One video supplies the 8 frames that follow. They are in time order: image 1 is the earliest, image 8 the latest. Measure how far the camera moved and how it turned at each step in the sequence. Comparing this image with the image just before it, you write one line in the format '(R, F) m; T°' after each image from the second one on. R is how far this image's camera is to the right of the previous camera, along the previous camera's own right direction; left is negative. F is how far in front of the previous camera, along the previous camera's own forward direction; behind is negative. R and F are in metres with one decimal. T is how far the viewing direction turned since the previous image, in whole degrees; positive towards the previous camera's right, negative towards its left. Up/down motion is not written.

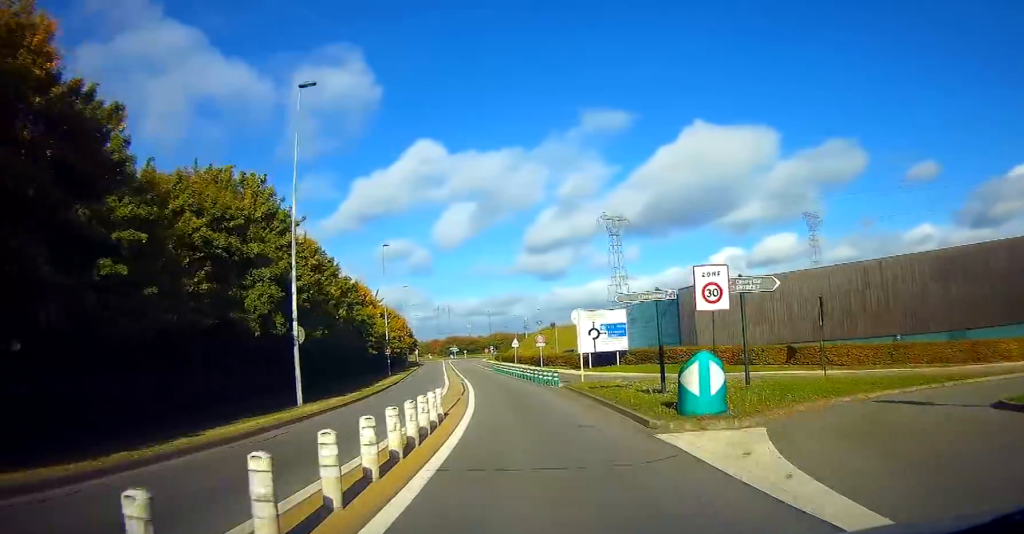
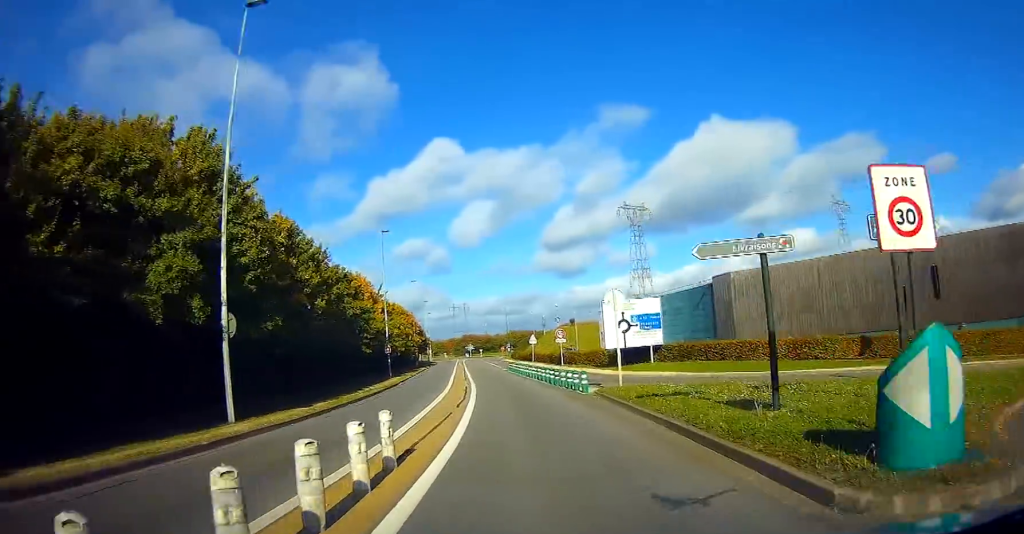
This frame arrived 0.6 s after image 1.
(-0.1, +6.8) m; -1°
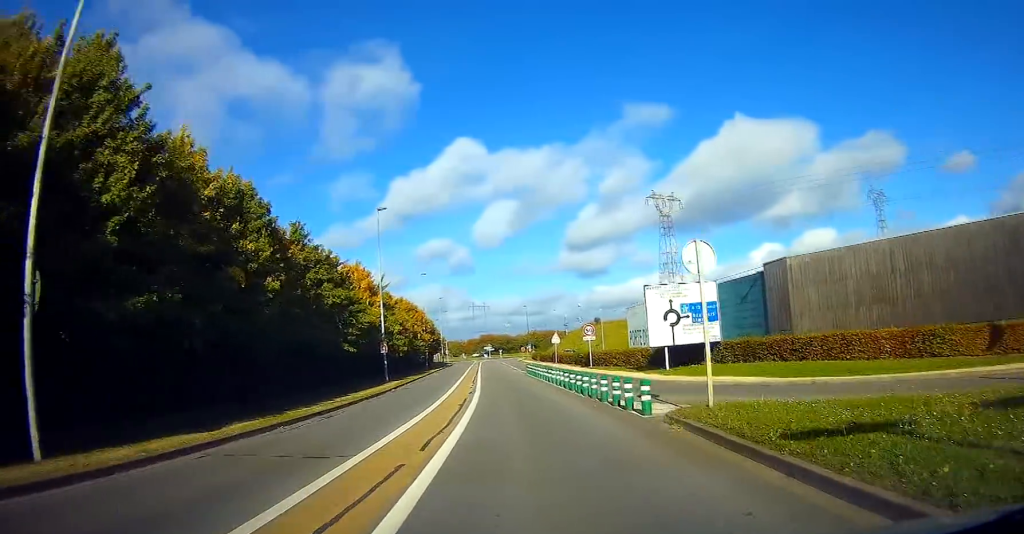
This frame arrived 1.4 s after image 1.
(-0.1, +8.4) m; -2°
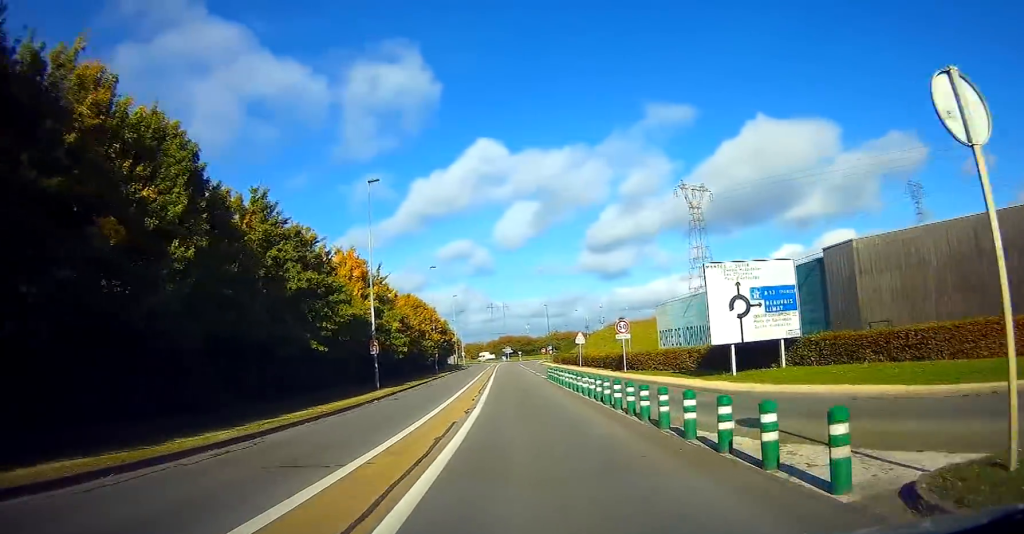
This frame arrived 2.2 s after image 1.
(-0.2, +7.9) m; -2°
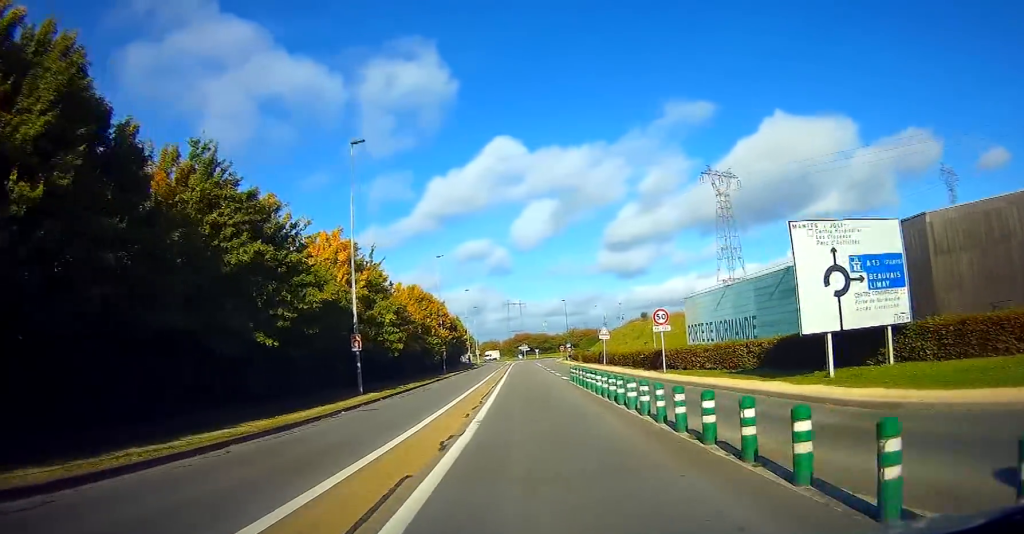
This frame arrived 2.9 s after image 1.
(-0.1, +7.1) m; -2°
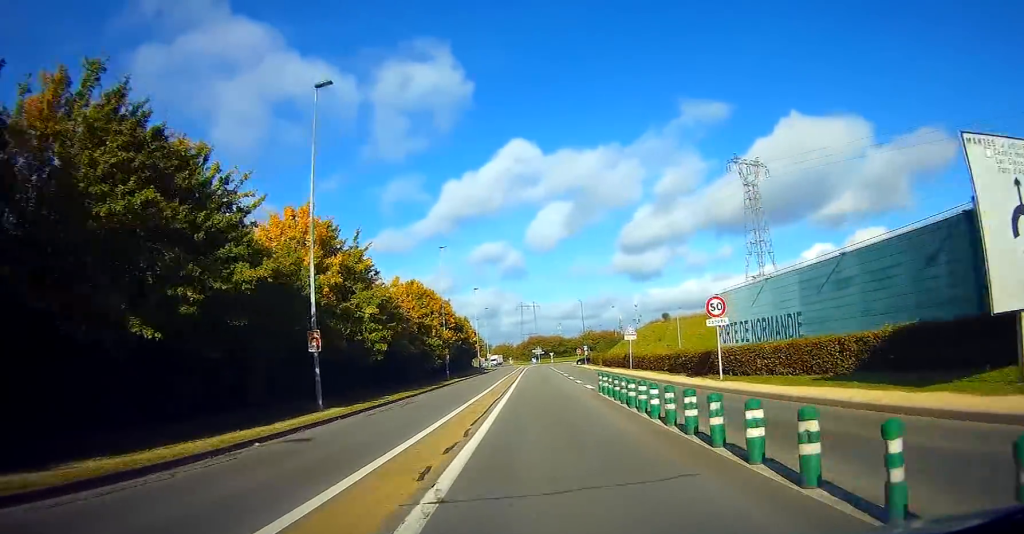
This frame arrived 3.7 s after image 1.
(0.0, +7.6) m; -2°
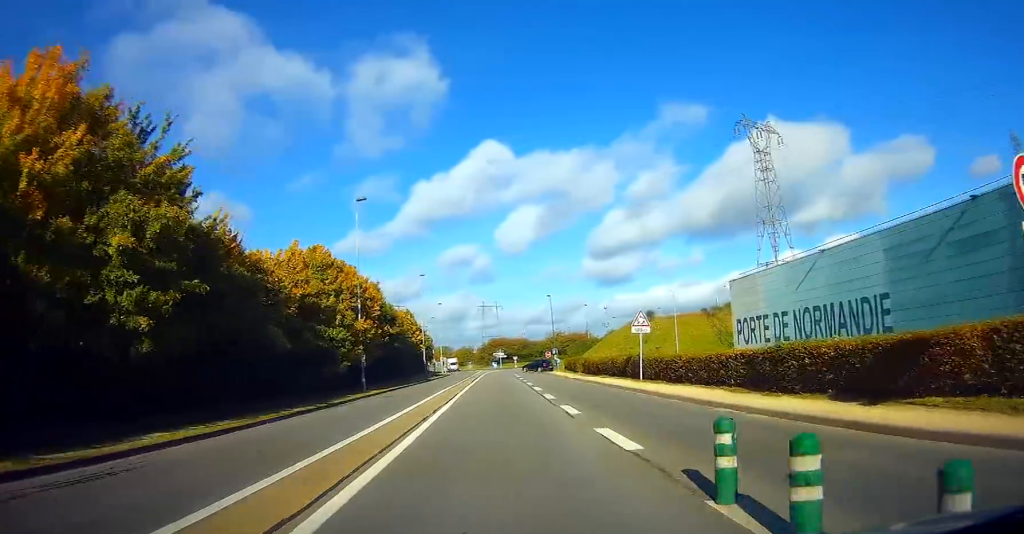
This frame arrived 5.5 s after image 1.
(+0.1, +18.1) m; +3°
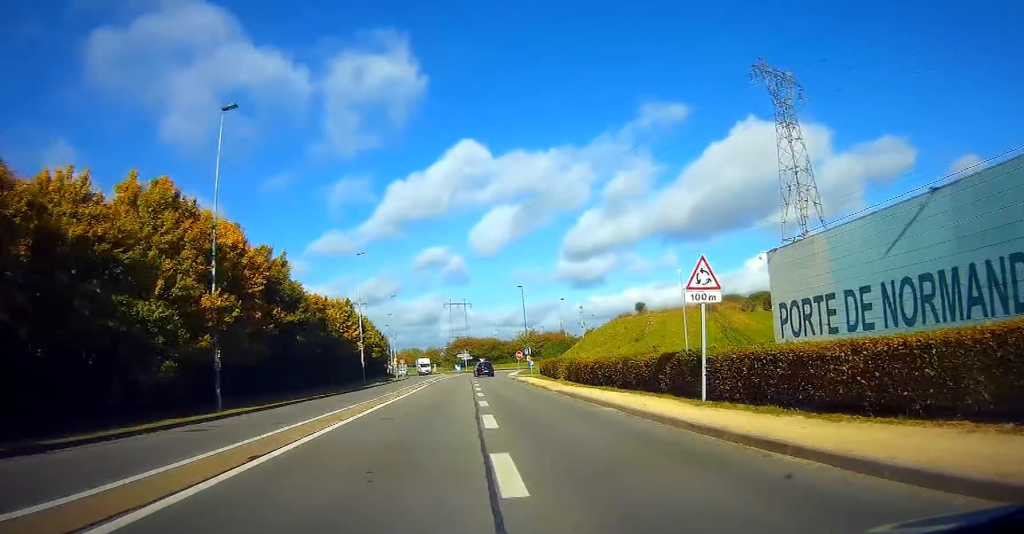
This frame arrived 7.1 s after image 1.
(+0.5, +15.8) m; +3°
